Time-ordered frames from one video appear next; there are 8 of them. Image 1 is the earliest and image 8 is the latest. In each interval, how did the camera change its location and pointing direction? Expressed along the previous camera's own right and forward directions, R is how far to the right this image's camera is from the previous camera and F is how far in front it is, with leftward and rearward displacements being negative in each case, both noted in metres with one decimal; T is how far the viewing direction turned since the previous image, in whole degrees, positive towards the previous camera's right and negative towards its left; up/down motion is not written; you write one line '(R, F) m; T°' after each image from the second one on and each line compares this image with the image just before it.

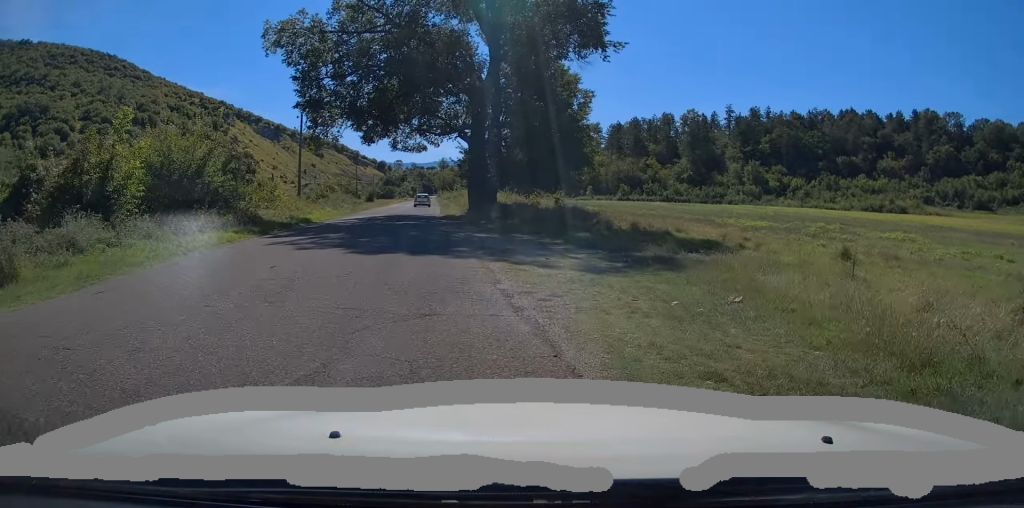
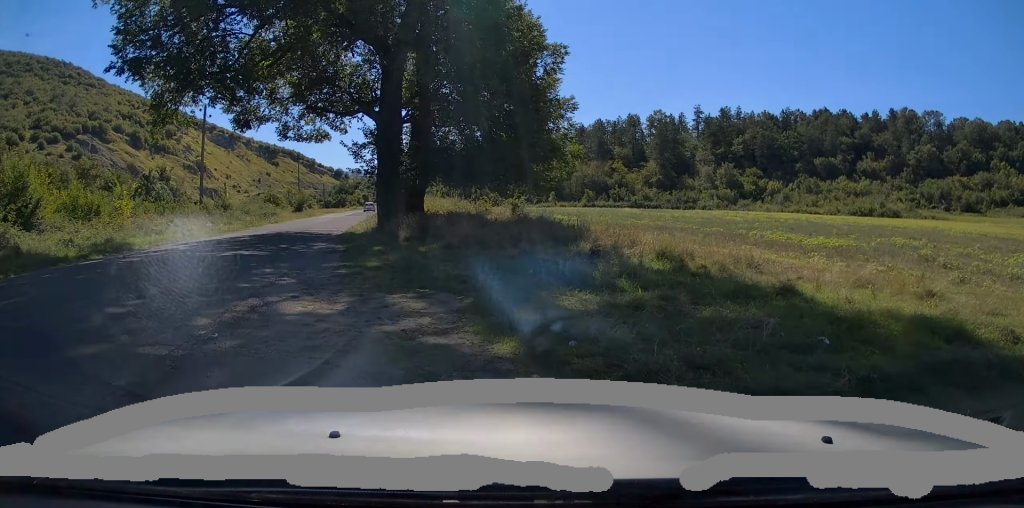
(+0.6, +11.9) m; +2°
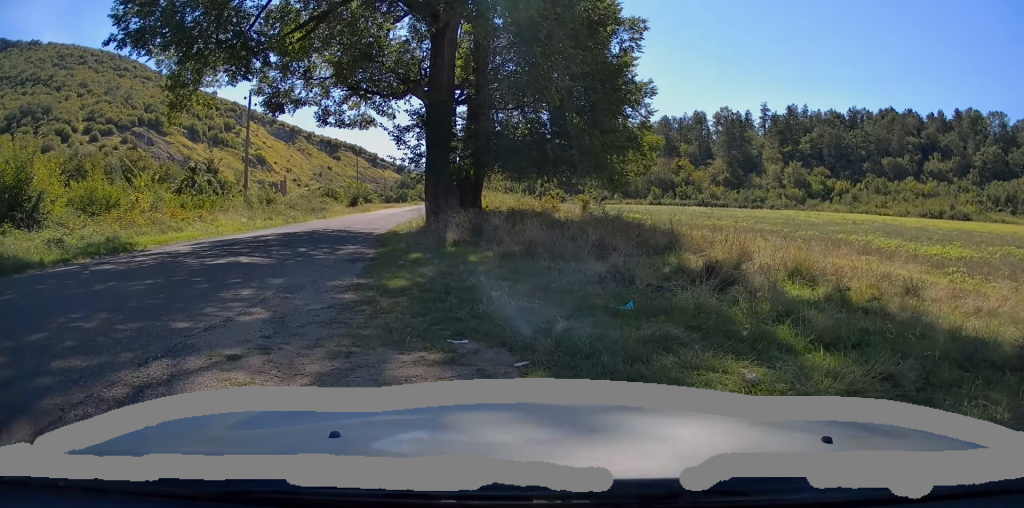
(-0.2, +3.1) m; -5°
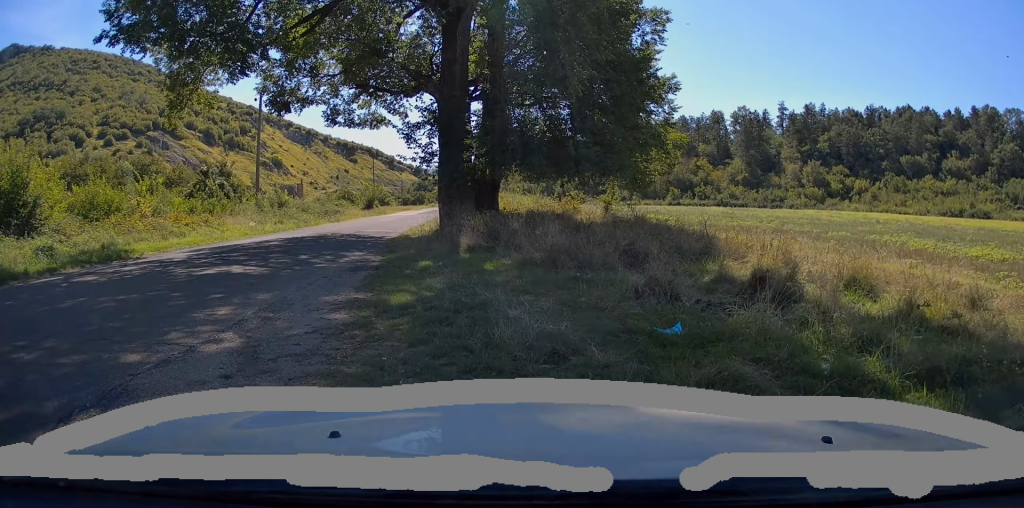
(-0.1, +1.0) m; 0°
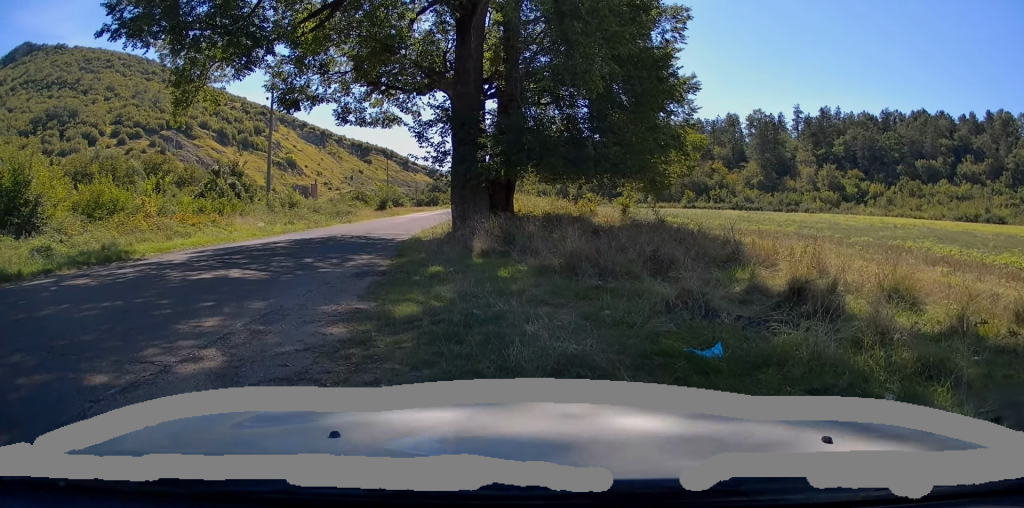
(-0.1, +0.6) m; 0°
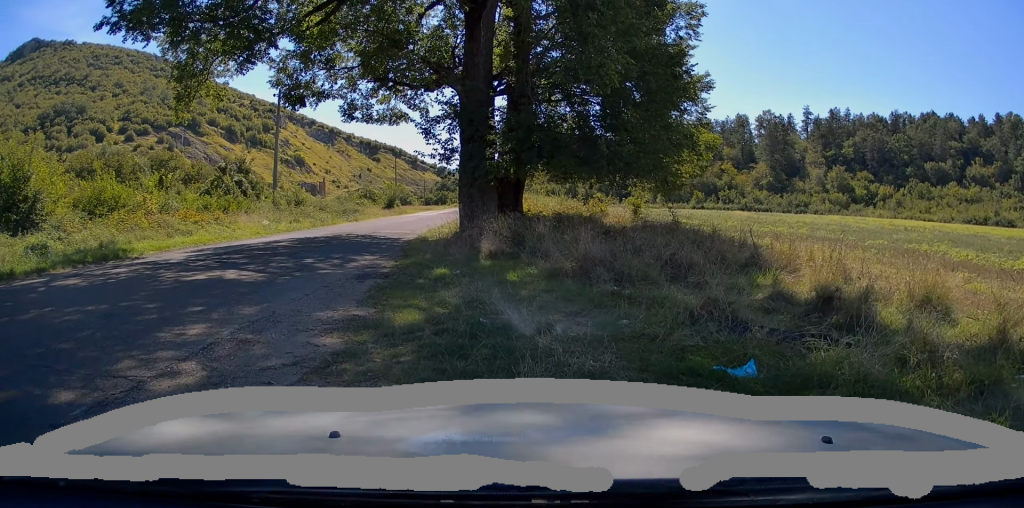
(-0.2, -0.1) m; 0°
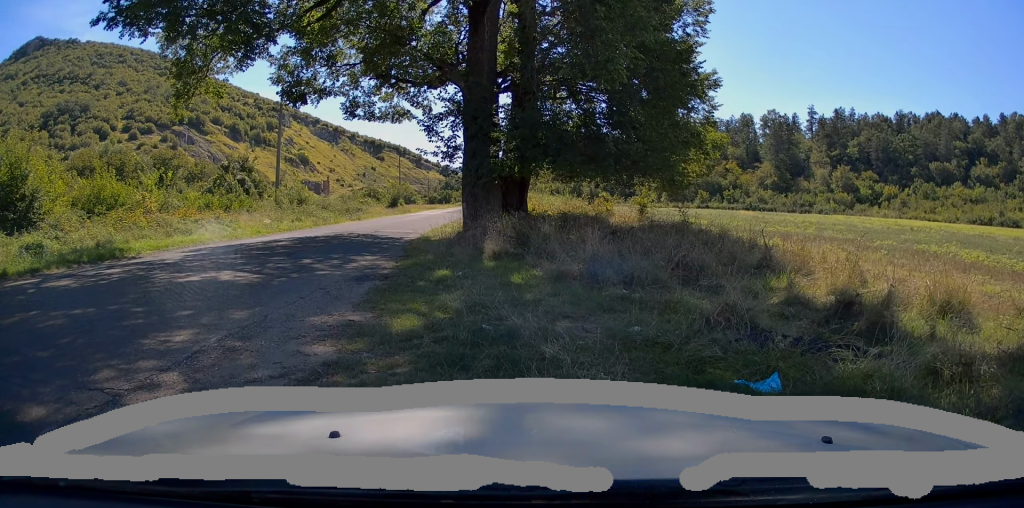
(-0.2, -0.2) m; 0°
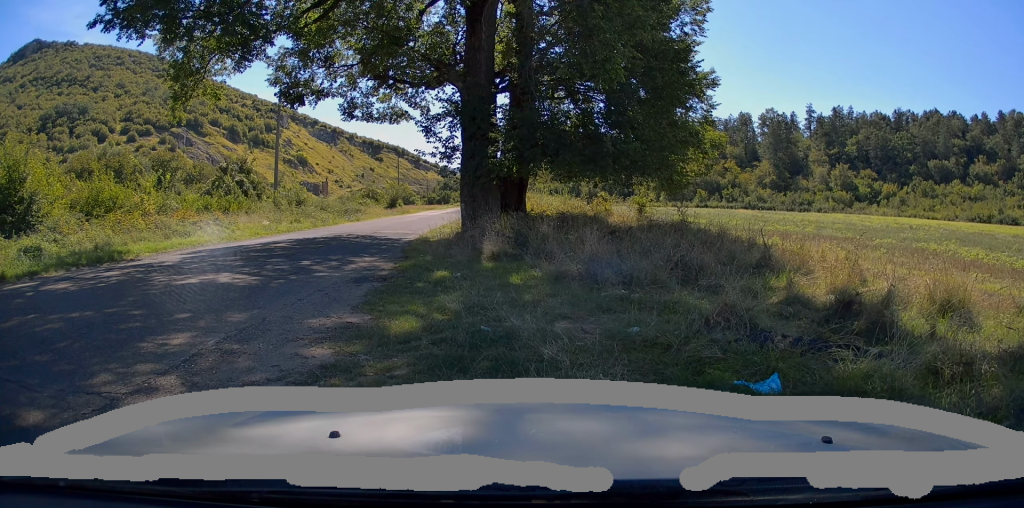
(0.0, 0.0) m; 0°
